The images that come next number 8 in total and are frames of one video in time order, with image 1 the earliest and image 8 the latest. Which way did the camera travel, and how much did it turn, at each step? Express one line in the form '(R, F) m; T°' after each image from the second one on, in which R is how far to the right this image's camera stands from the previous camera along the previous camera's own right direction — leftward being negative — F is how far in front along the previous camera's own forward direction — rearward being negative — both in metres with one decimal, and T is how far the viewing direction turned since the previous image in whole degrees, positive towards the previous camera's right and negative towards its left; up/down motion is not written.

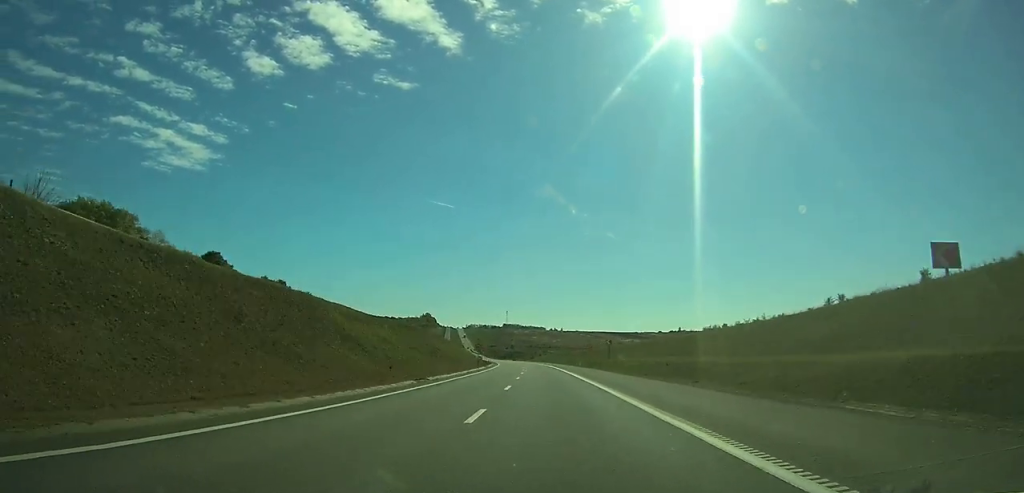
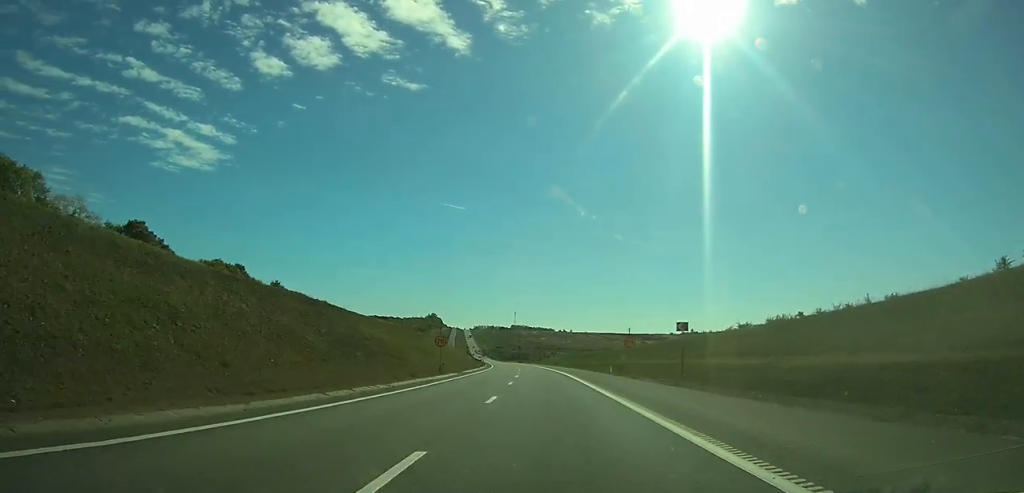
(-0.3, +30.3) m; -1°
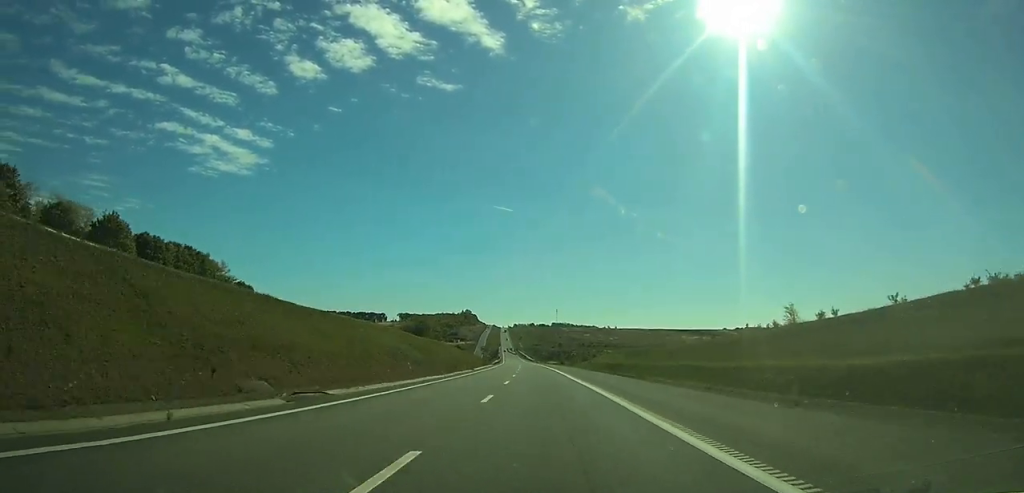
(-2.6, +86.0) m; -4°
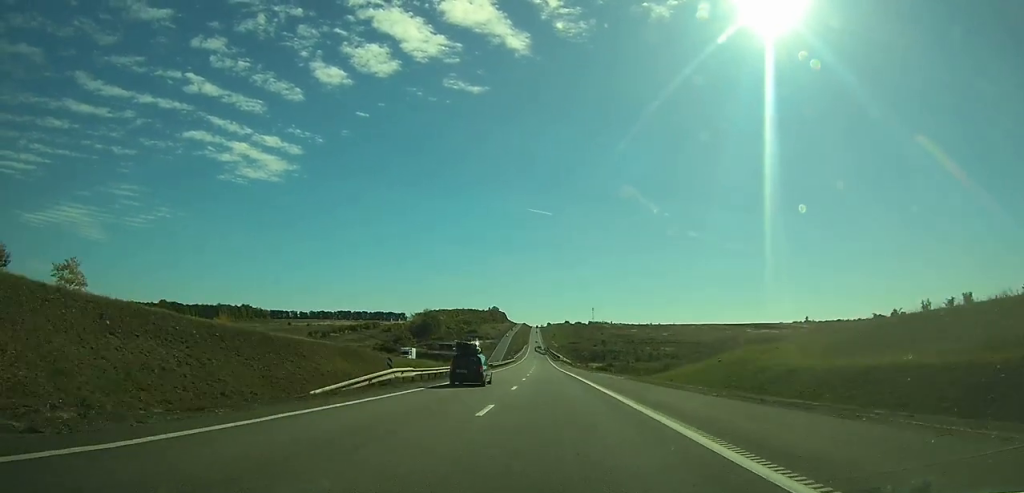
(-5.1, +111.9) m; -4°
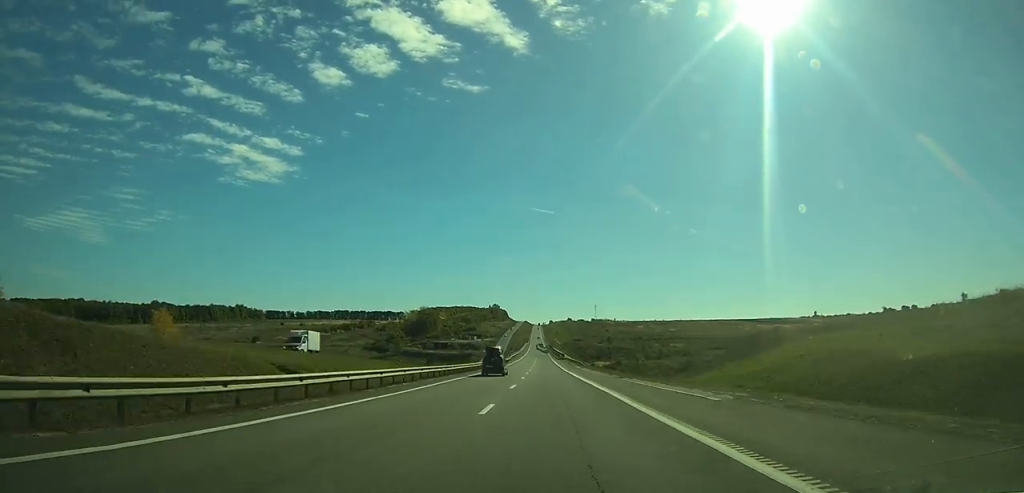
(-0.1, +23.4) m; 0°
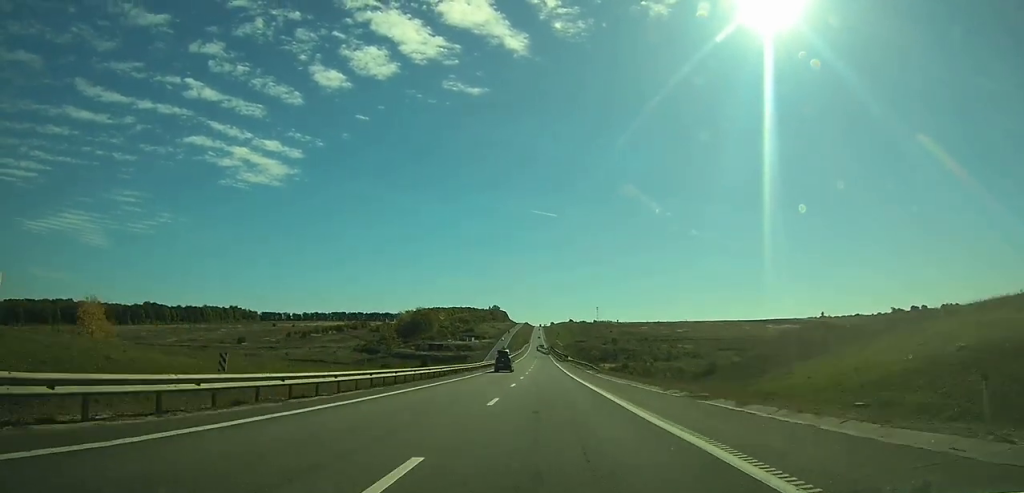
(0.0, +20.4) m; 0°
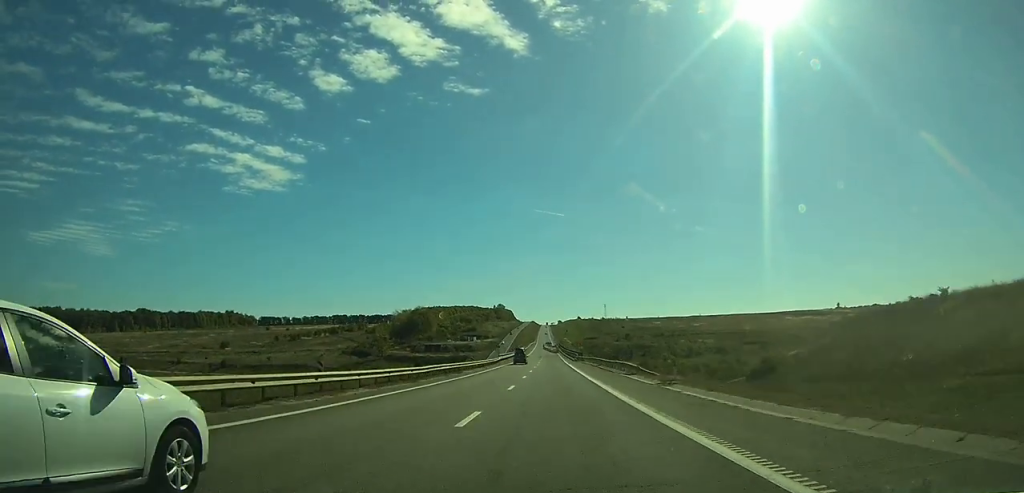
(0.0, +28.9) m; 0°
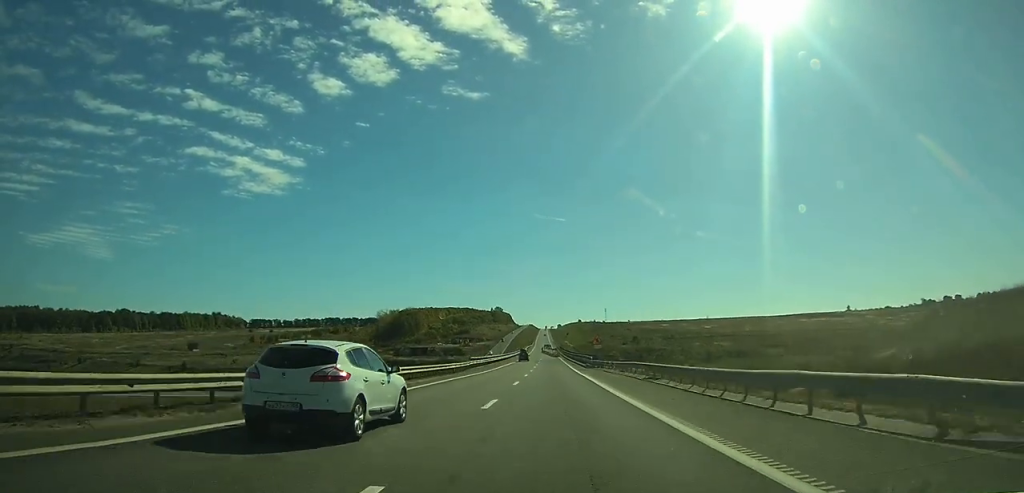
(0.0, +31.5) m; 0°
